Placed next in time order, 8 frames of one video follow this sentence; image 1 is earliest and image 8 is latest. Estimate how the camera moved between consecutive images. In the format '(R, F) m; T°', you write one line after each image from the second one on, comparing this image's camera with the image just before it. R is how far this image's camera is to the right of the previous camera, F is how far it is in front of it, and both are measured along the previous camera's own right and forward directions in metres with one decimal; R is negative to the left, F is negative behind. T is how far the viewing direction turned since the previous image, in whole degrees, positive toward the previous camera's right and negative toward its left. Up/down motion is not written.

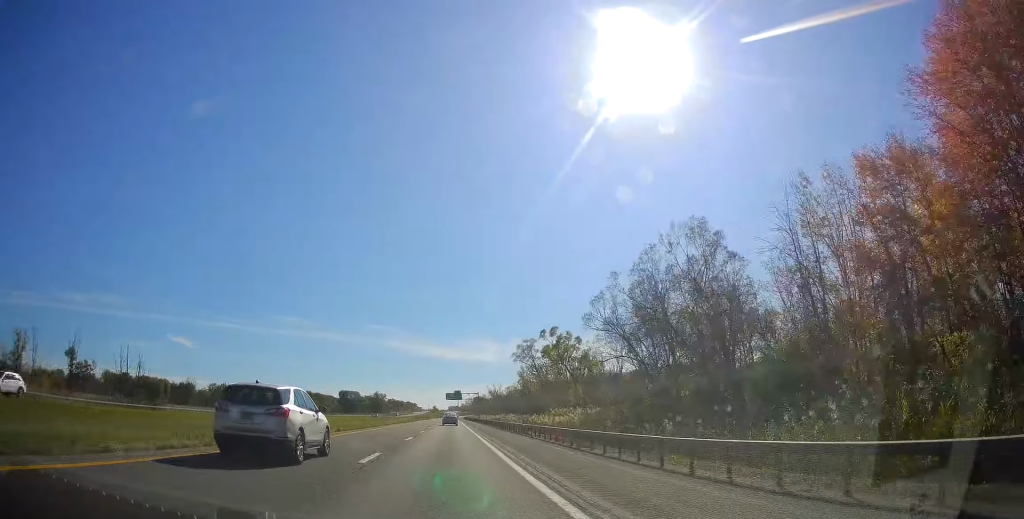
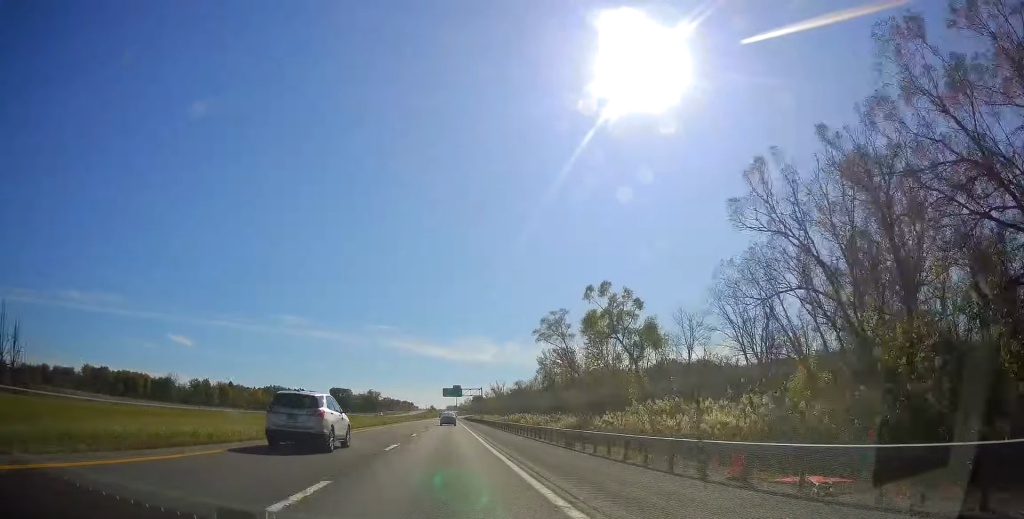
(-0.1, +31.4) m; 0°
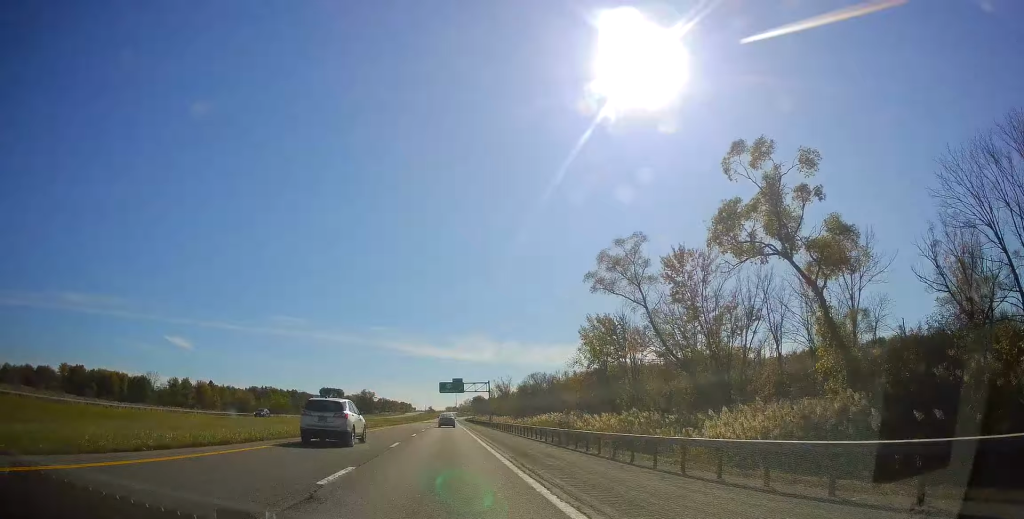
(-0.1, +33.4) m; 0°
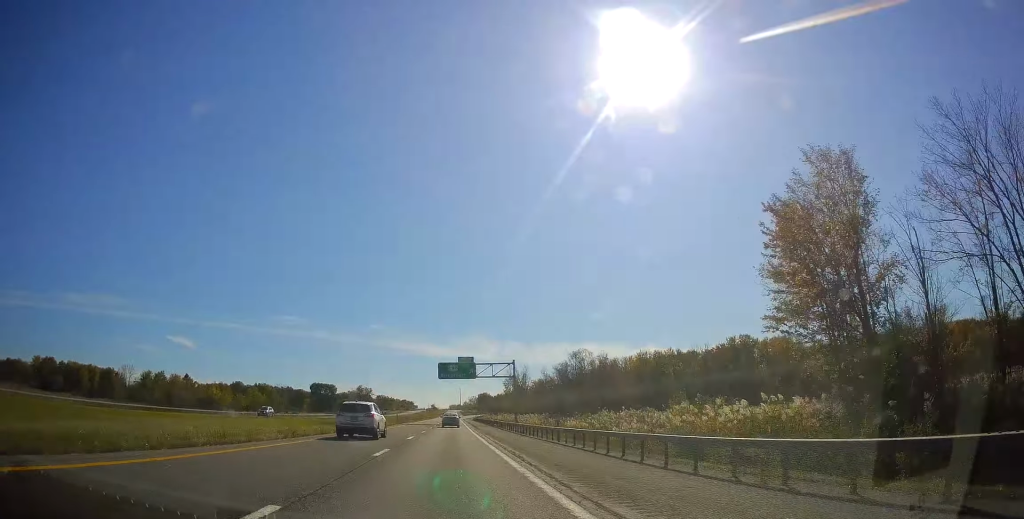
(-0.1, +42.0) m; -1°
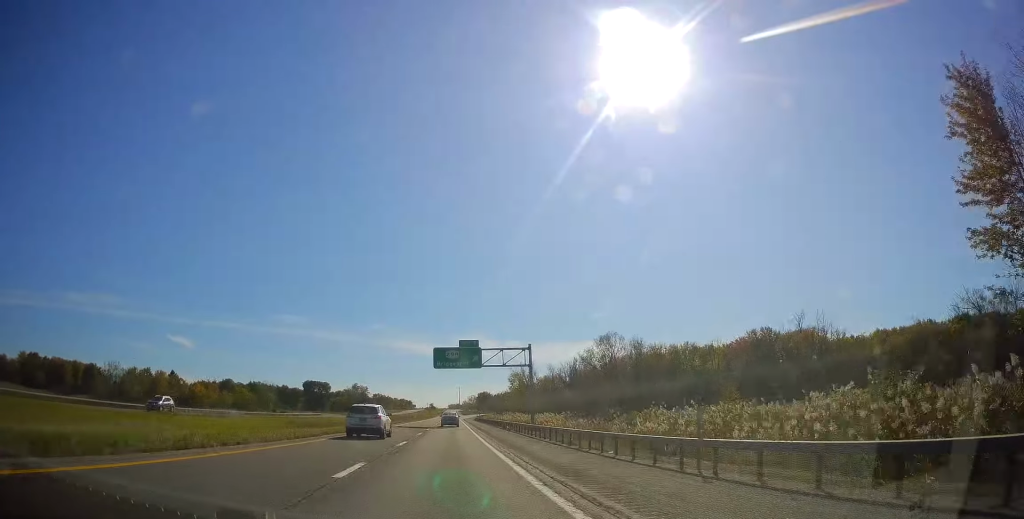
(-0.2, +17.2) m; 0°
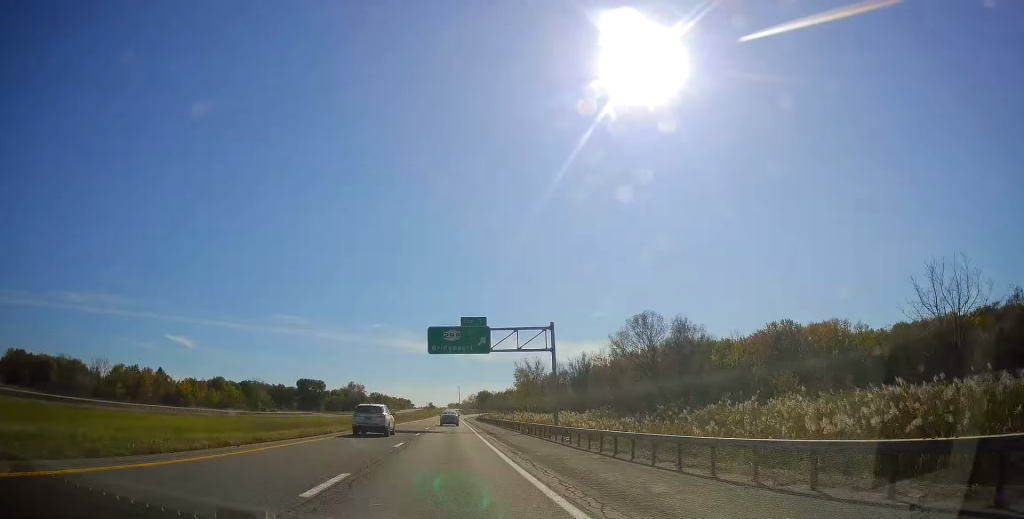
(+0.1, +14.4) m; 0°
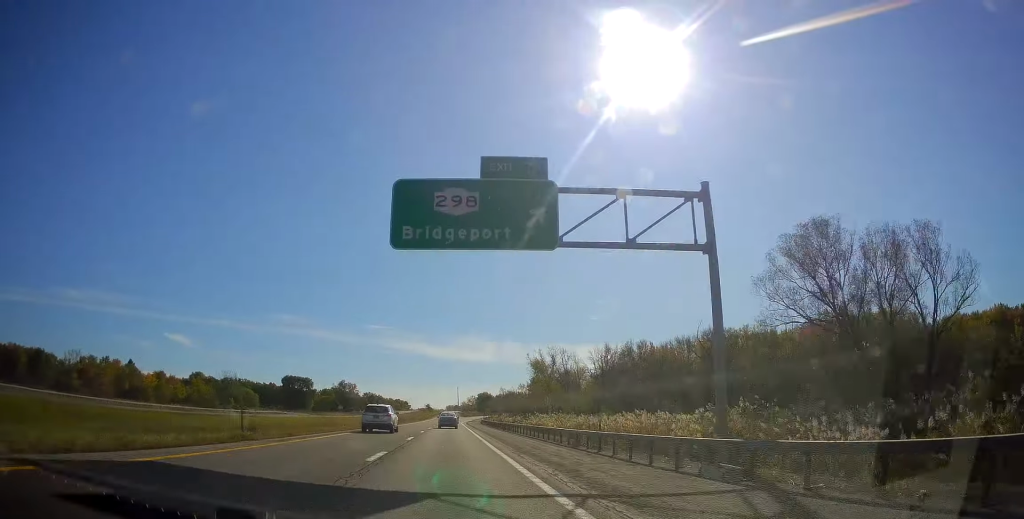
(-0.1, +30.7) m; -1°
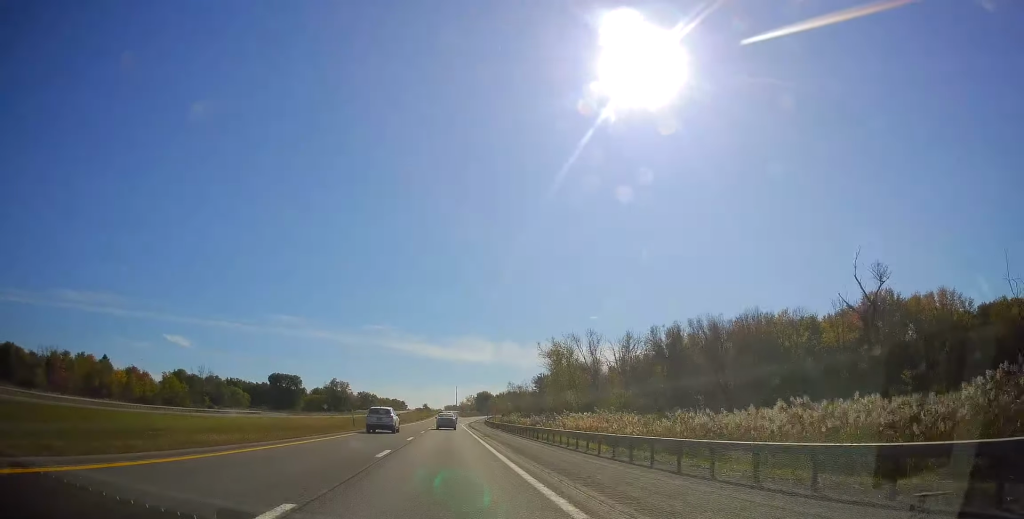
(-0.4, +22.2) m; 0°
